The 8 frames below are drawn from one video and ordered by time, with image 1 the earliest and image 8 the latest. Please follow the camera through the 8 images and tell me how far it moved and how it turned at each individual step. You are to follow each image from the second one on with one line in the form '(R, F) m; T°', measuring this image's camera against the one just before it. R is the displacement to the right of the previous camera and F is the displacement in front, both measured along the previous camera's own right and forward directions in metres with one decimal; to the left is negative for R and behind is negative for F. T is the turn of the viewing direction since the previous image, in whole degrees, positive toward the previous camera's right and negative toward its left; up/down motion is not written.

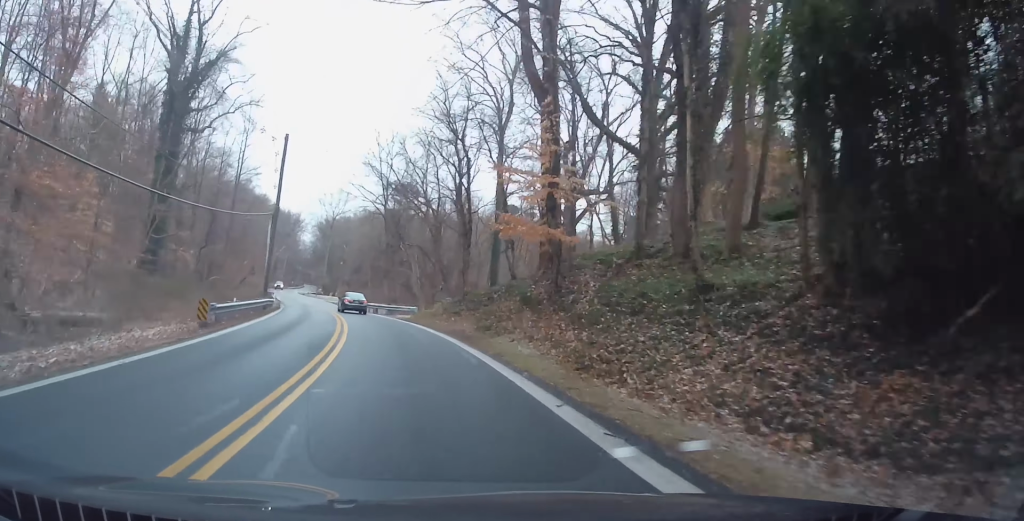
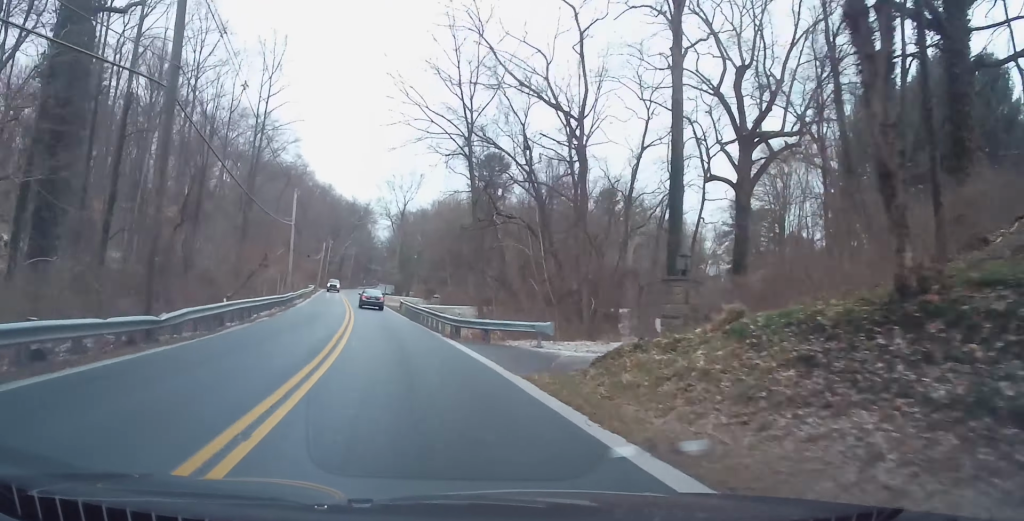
(-1.3, +28.3) m; -6°
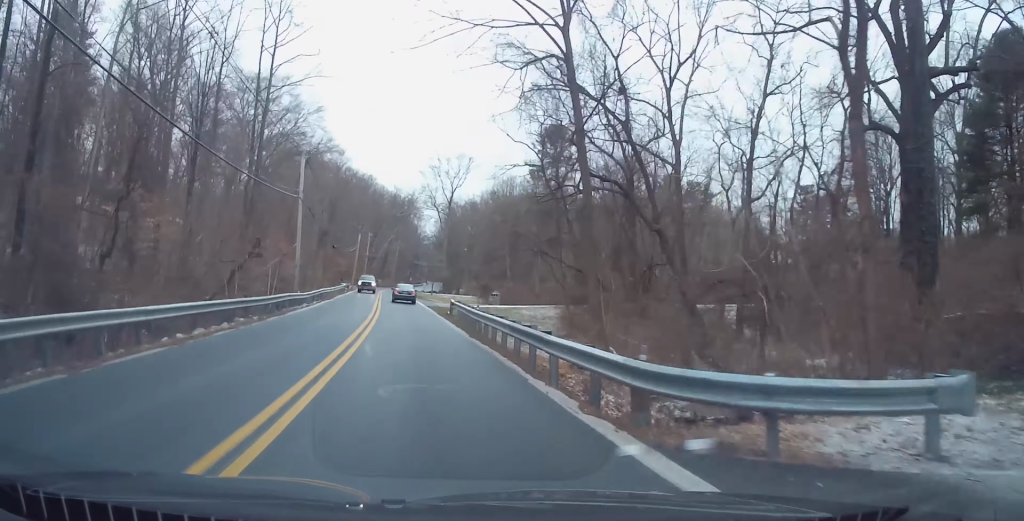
(-1.0, +15.8) m; -3°
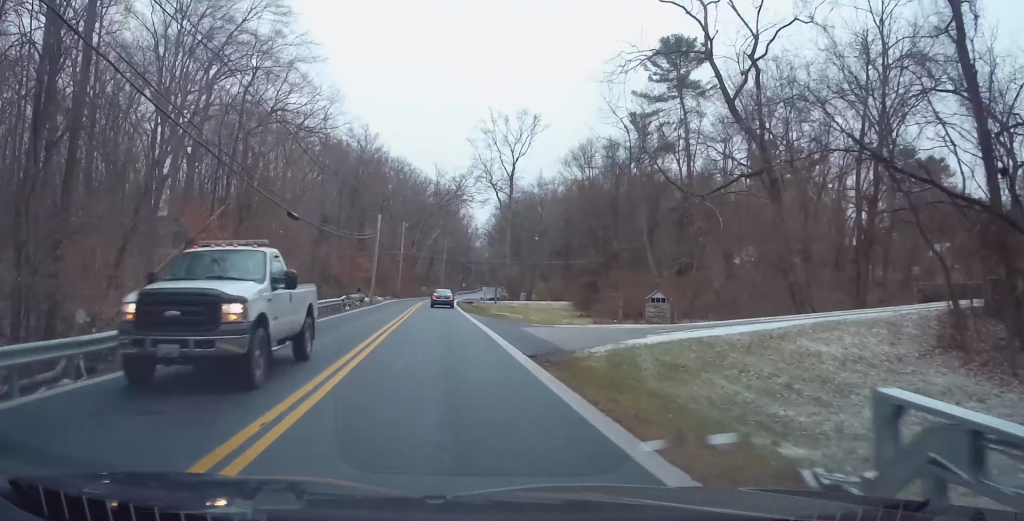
(-1.4, +34.0) m; -3°
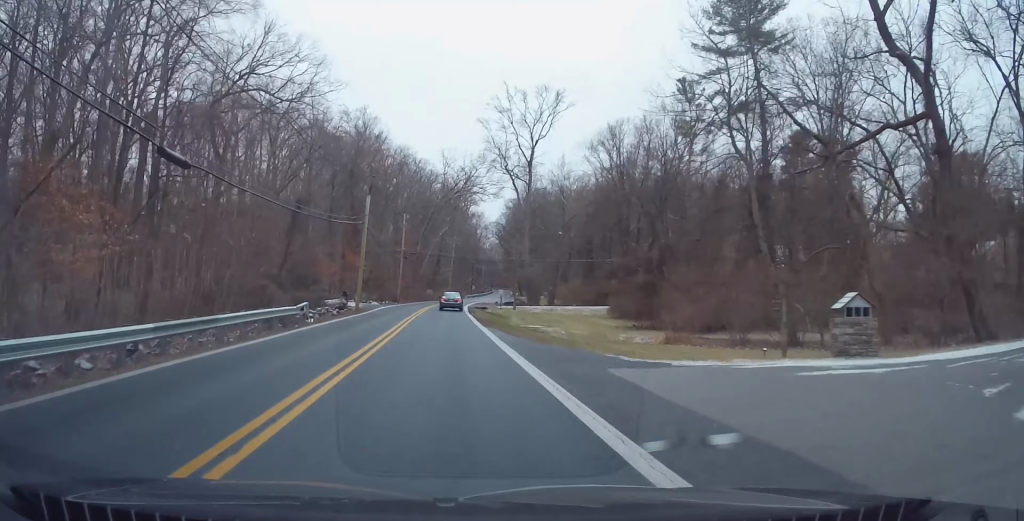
(-0.1, +13.2) m; 0°
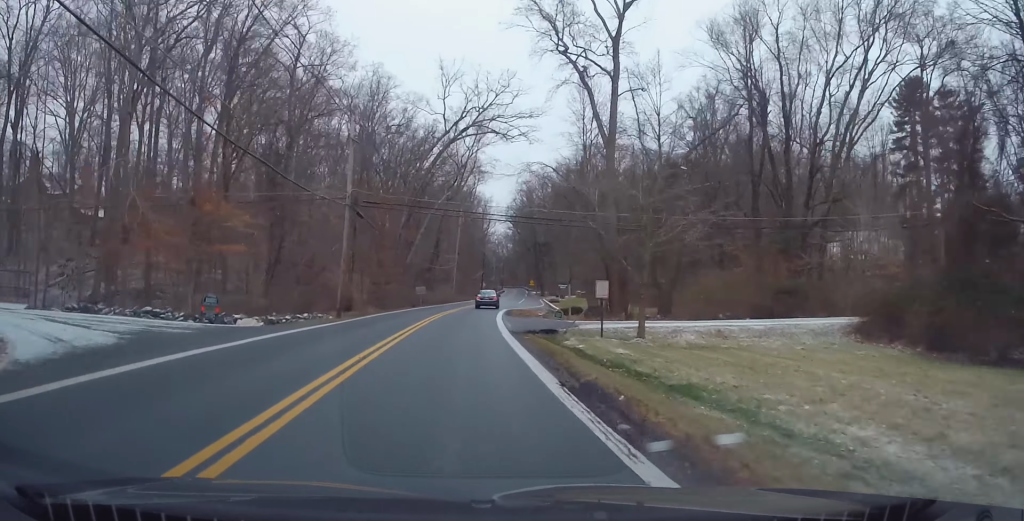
(0.0, +41.6) m; +1°
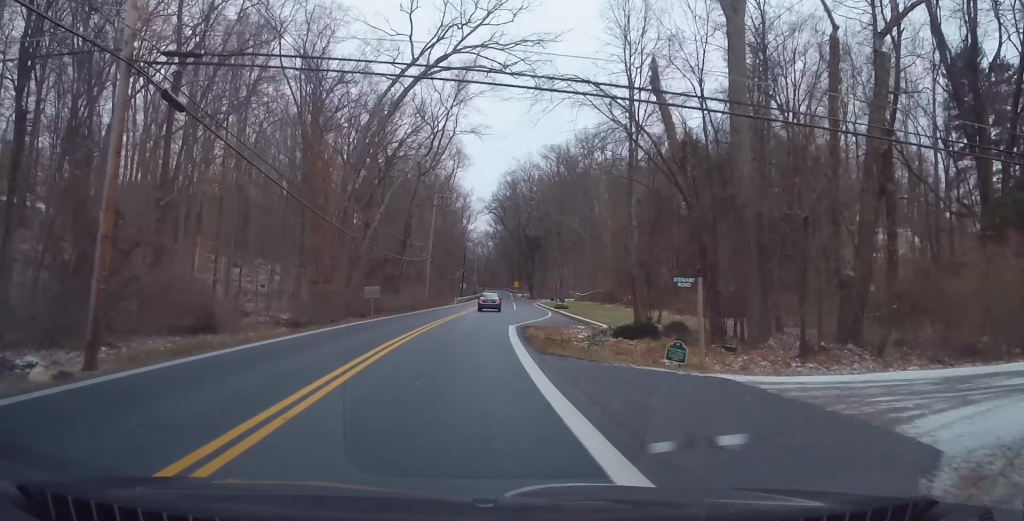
(+0.2, +21.7) m; +1°
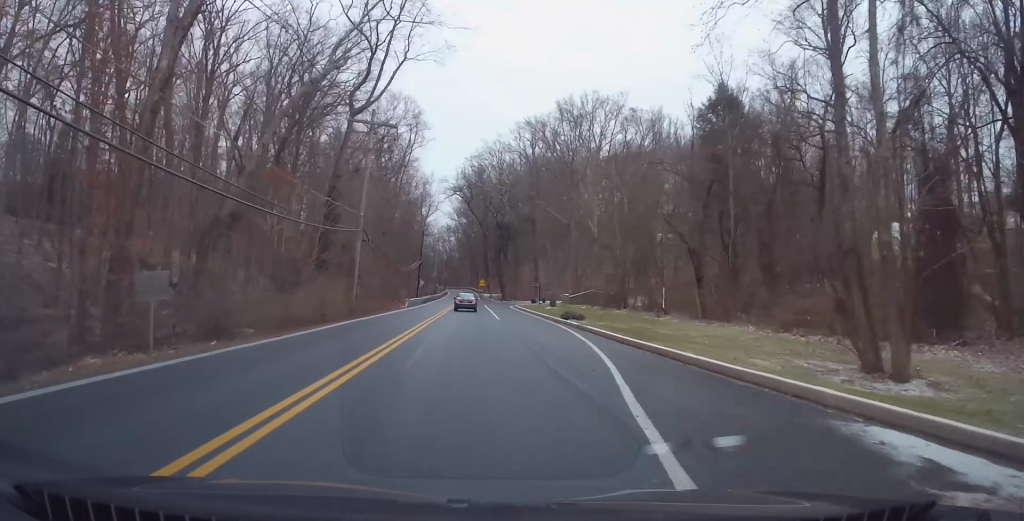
(+0.4, +24.4) m; +2°
